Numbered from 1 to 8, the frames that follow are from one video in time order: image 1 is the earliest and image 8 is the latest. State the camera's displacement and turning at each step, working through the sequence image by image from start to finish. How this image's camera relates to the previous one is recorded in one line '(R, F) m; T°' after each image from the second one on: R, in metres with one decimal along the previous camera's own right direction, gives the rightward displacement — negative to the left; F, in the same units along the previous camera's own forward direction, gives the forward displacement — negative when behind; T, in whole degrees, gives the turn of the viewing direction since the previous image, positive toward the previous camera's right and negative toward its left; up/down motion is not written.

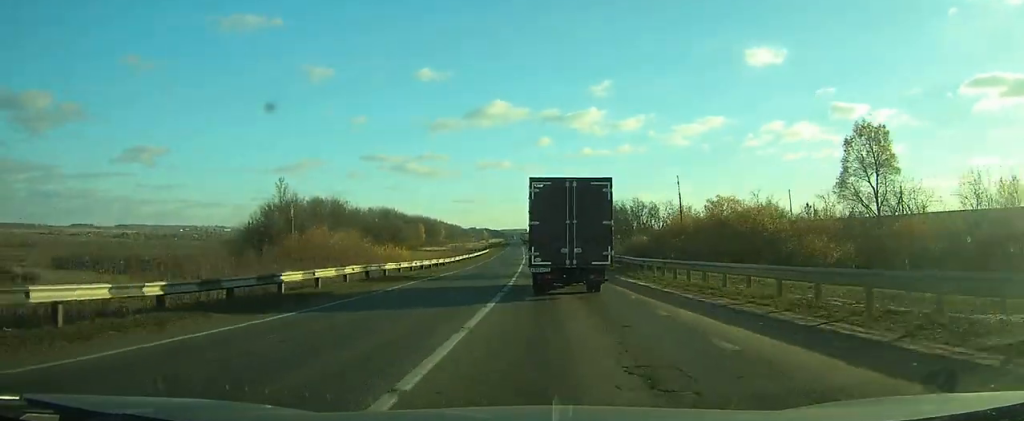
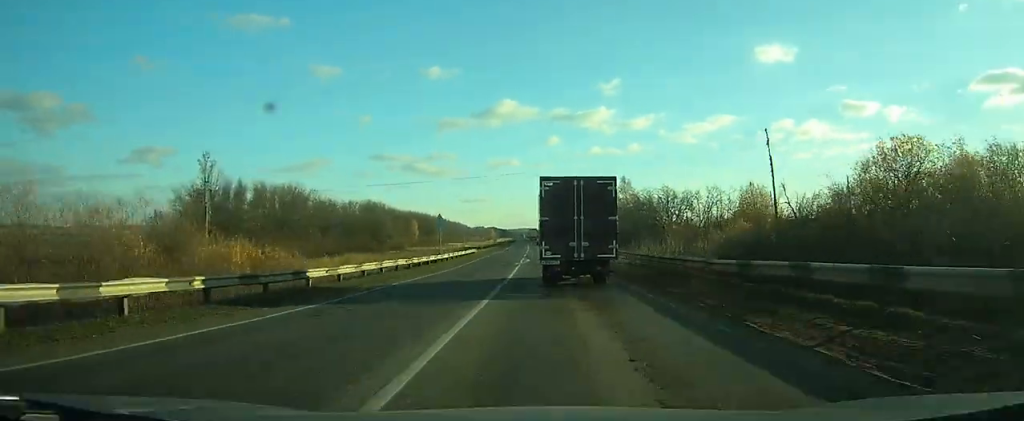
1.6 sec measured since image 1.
(-0.3, +29.8) m; -1°
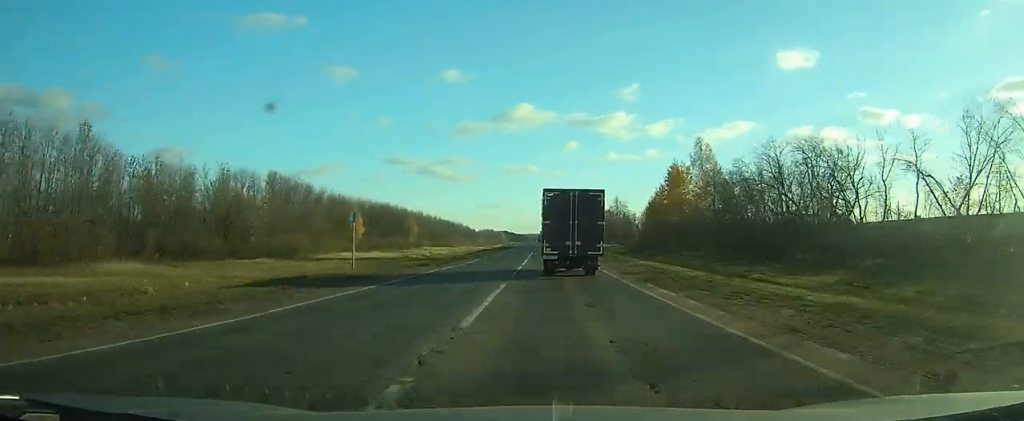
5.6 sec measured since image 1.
(-1.3, +81.2) m; -1°
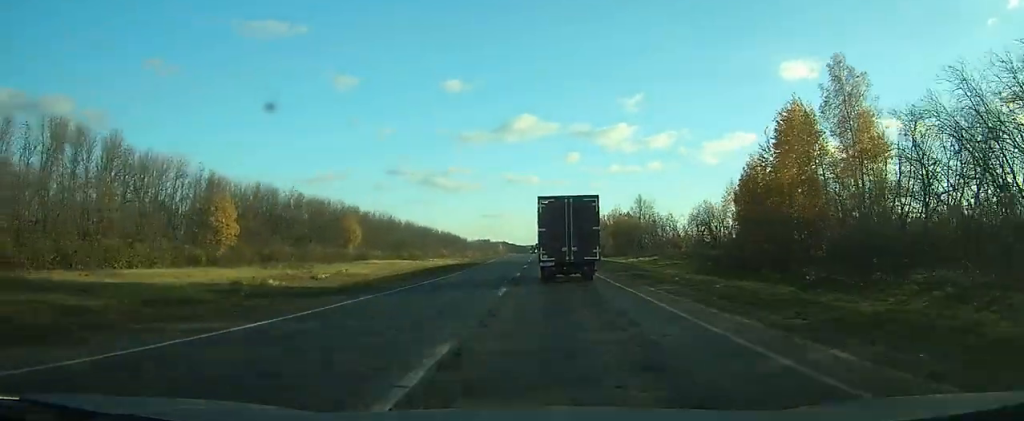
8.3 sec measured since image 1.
(0.0, +58.4) m; 0°
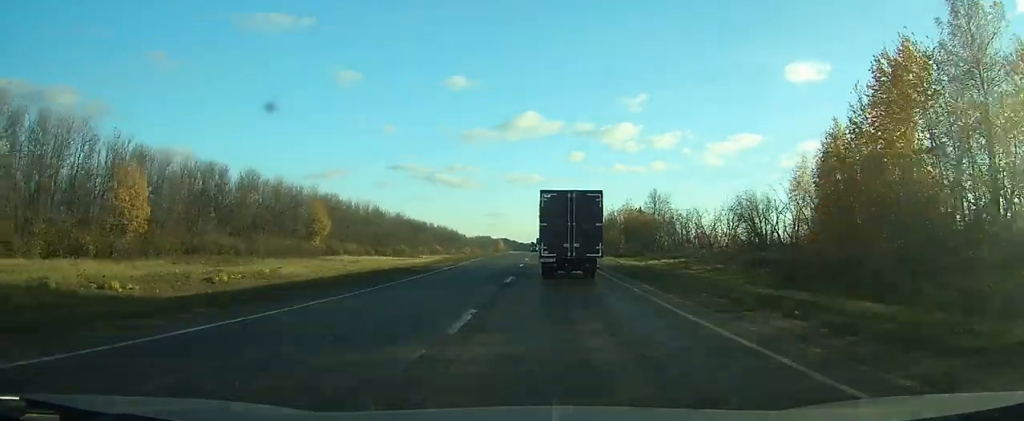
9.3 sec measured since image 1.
(0.0, +19.7) m; 0°
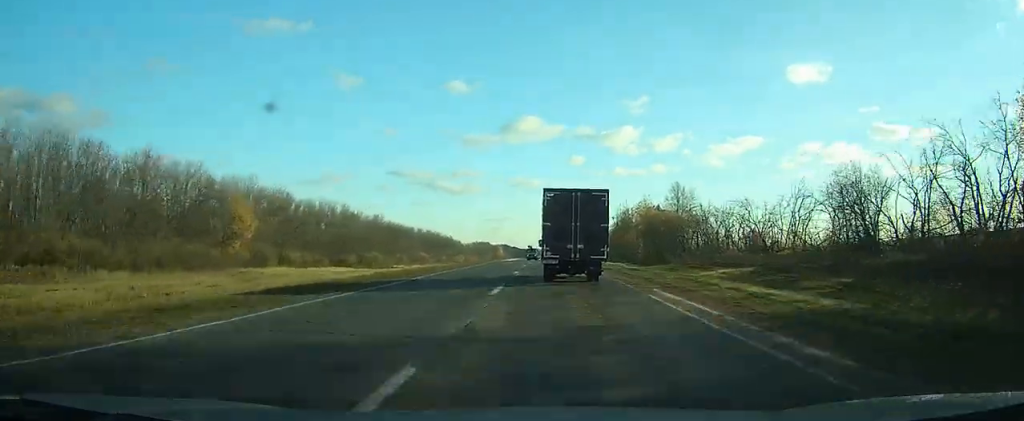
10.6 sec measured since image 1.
(-0.1, +27.3) m; 0°
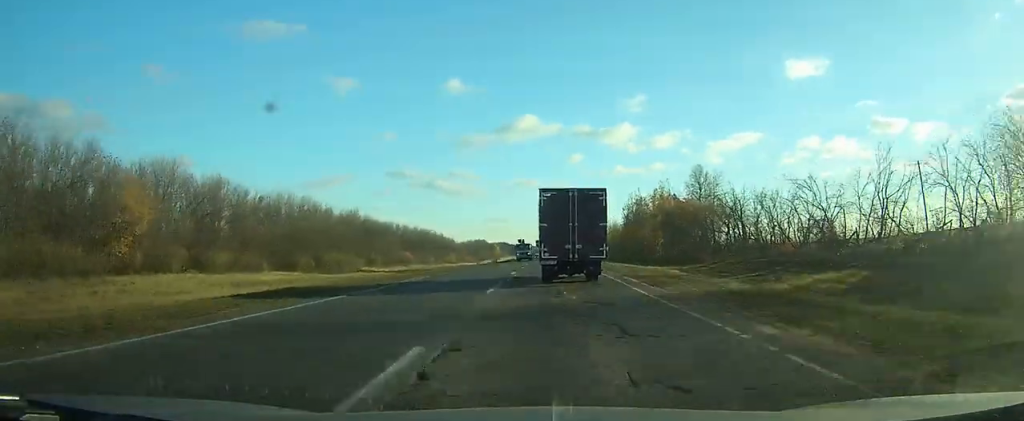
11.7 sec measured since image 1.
(0.0, +21.9) m; 0°
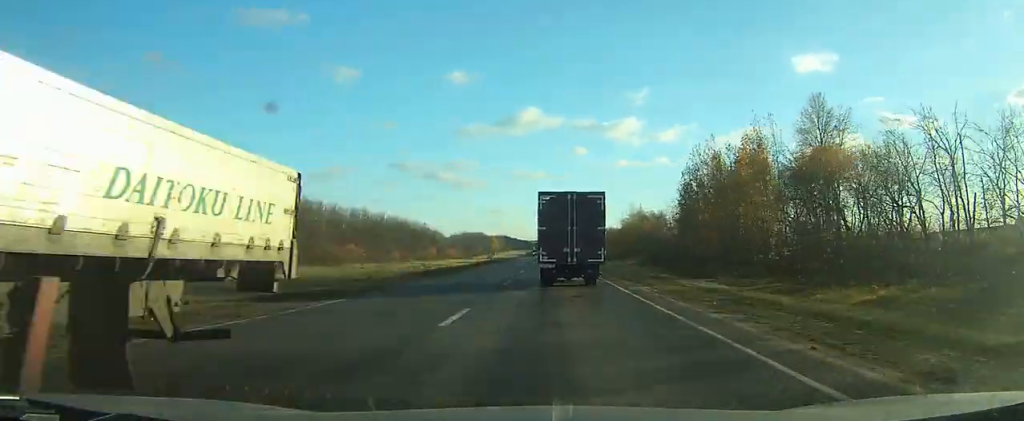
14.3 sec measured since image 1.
(-0.1, +55.6) m; 0°
